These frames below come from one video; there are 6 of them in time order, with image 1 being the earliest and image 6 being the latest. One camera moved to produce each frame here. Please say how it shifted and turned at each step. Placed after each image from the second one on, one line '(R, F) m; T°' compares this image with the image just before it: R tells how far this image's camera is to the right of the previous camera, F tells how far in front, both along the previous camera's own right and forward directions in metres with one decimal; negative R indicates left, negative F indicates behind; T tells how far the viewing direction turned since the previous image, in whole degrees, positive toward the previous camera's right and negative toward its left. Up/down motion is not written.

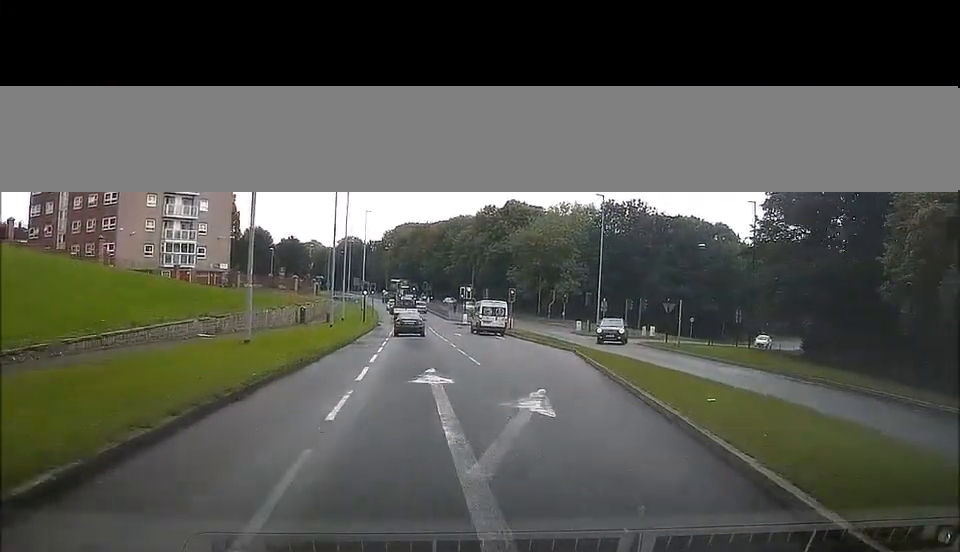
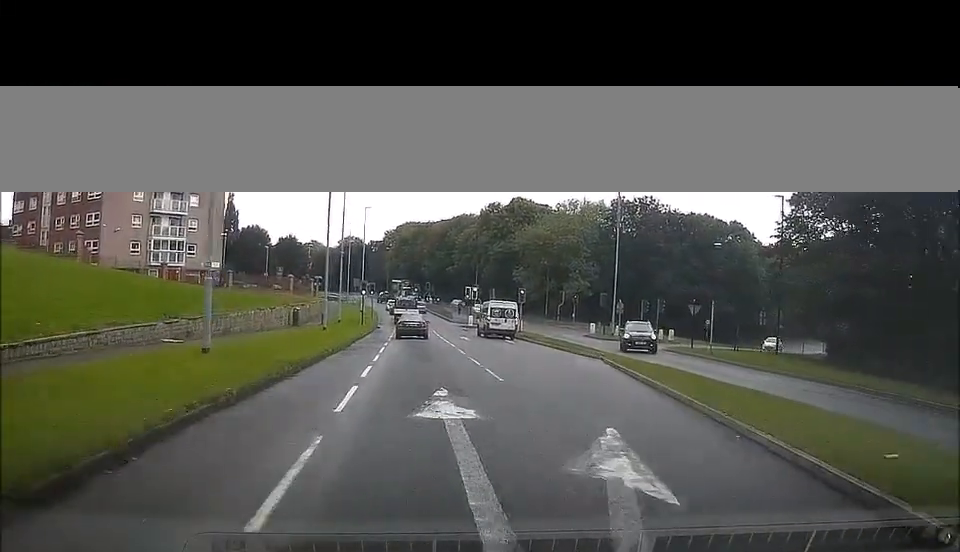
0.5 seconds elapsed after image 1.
(+0.1, +5.1) m; -1°
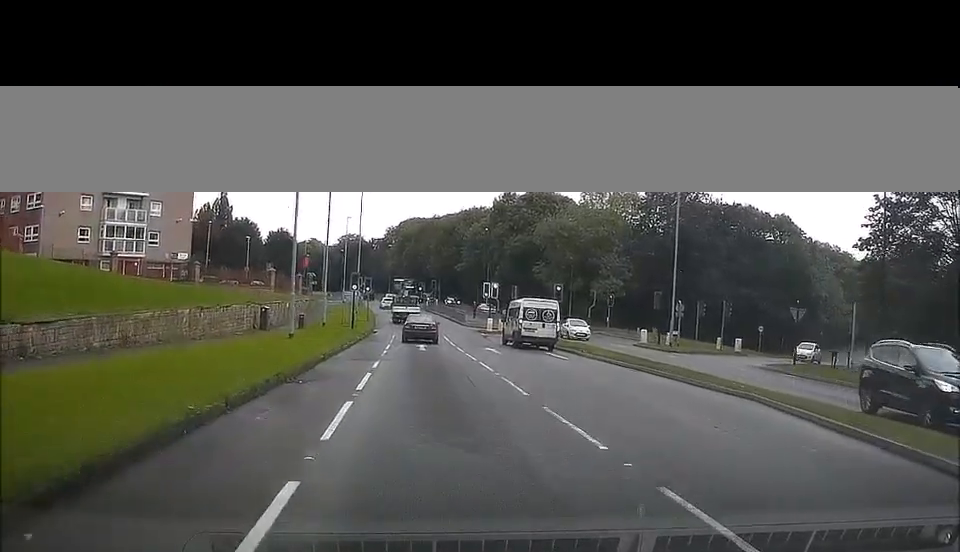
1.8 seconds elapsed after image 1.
(-0.4, +14.8) m; -1°
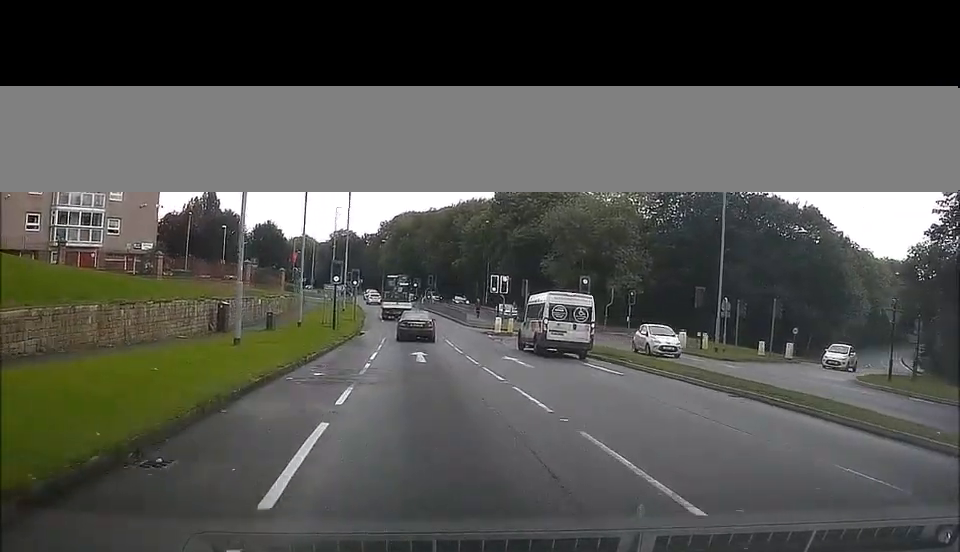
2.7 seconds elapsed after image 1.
(+0.2, +9.6) m; +4°
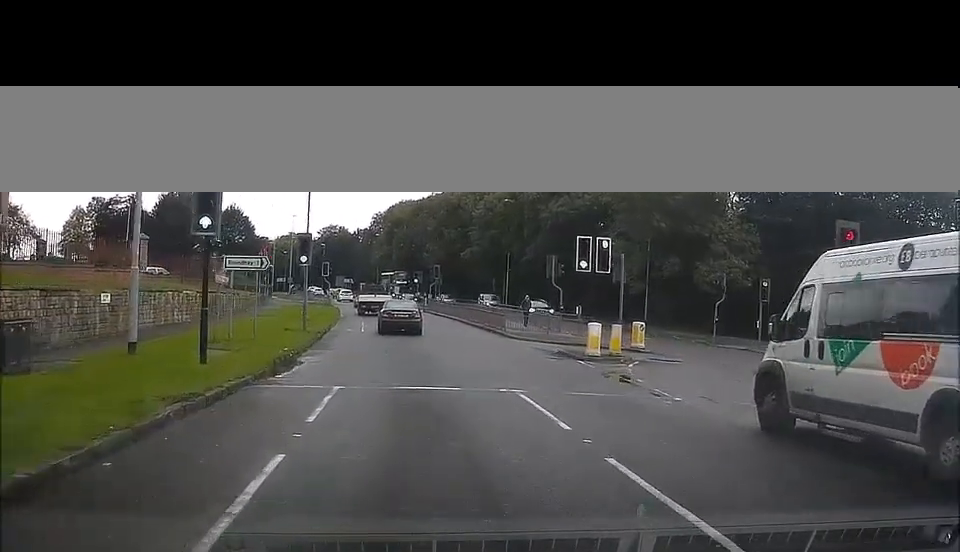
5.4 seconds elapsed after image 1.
(-0.2, +27.0) m; -1°
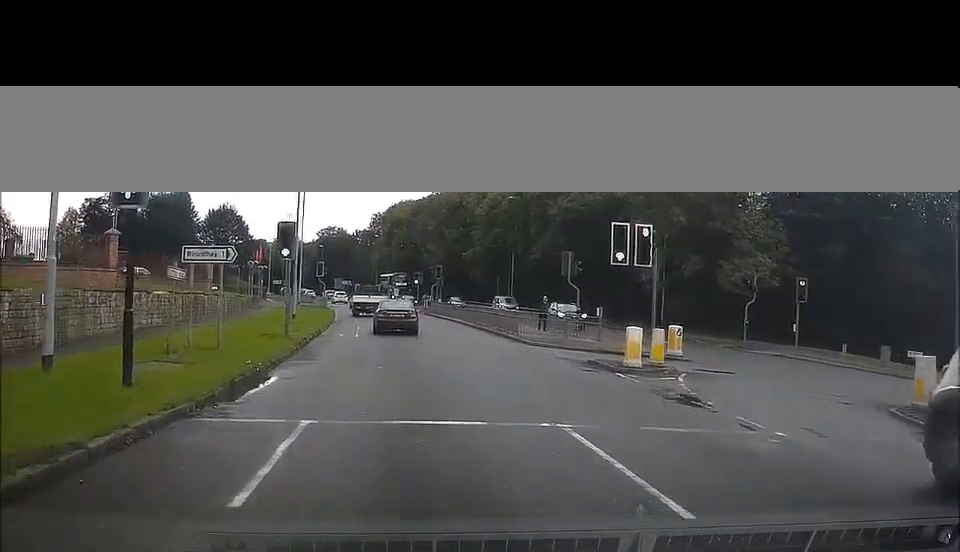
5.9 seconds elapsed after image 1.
(0.0, +4.4) m; 0°
